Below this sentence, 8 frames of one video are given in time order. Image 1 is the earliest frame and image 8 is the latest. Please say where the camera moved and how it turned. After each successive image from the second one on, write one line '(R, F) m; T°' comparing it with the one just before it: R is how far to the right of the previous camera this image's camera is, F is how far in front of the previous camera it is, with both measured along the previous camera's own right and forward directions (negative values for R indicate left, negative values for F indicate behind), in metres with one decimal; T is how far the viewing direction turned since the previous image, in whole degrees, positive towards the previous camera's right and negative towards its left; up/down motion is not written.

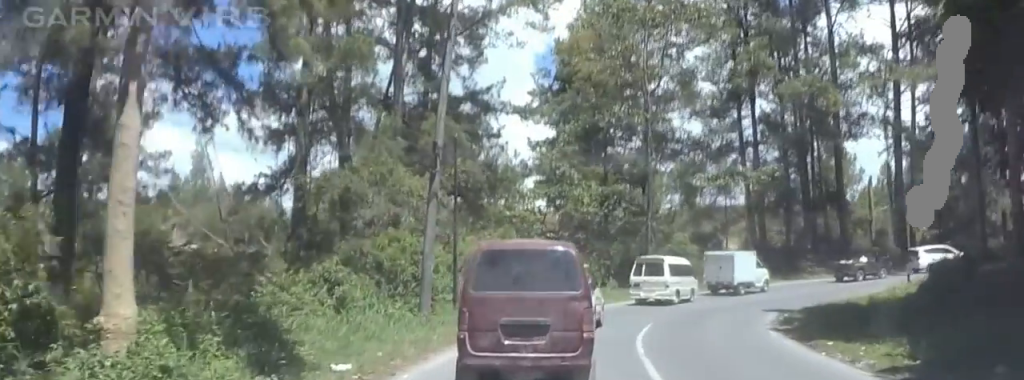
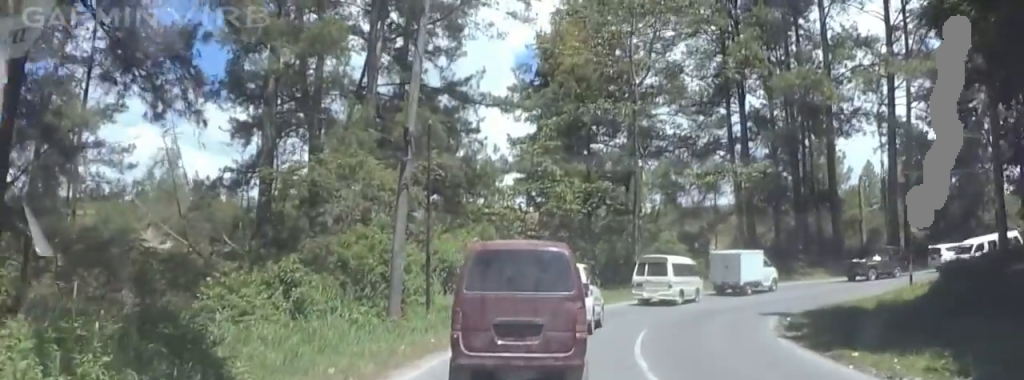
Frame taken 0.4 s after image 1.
(0.0, +2.5) m; +4°
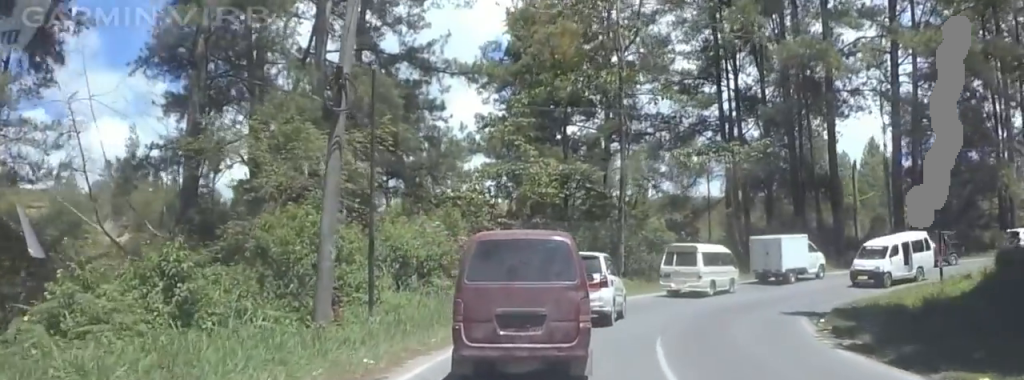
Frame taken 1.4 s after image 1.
(+0.7, +5.8) m; -4°
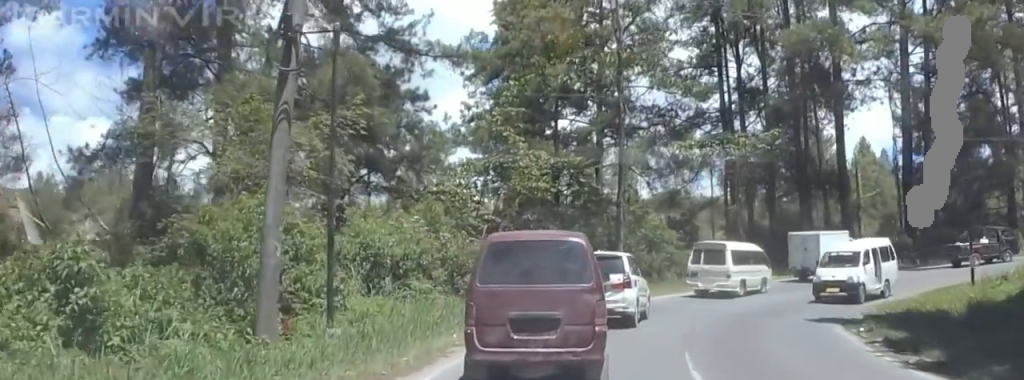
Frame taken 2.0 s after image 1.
(-0.7, +3.5) m; -8°
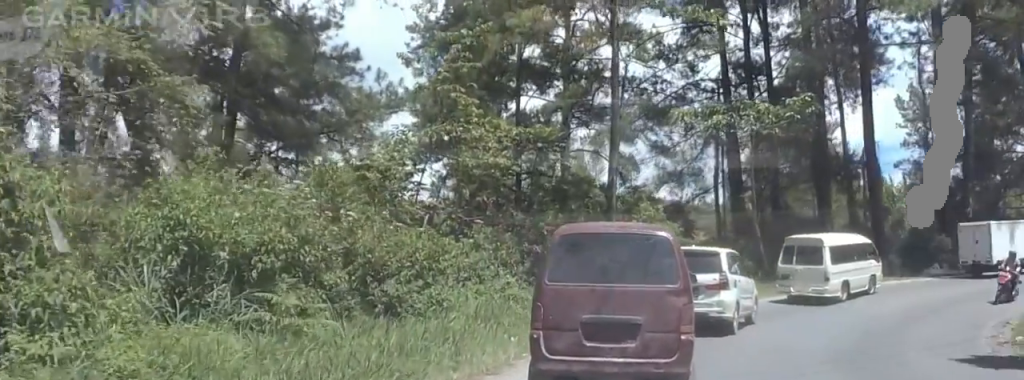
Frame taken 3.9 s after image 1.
(+0.6, +10.3) m; +19°
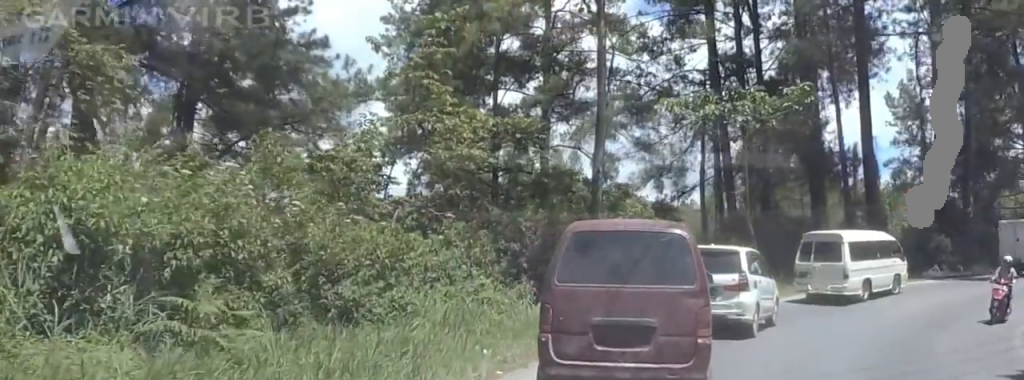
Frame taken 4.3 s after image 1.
(+0.1, +2.4) m; +8°
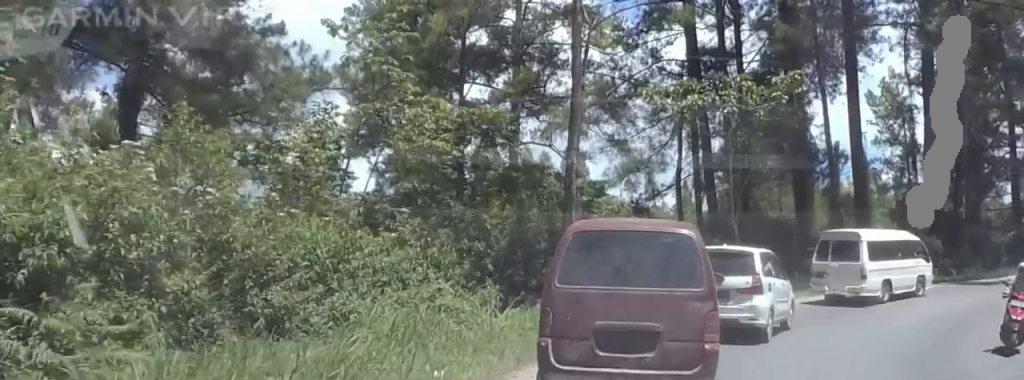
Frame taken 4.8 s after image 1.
(+0.3, +2.3) m; -2°
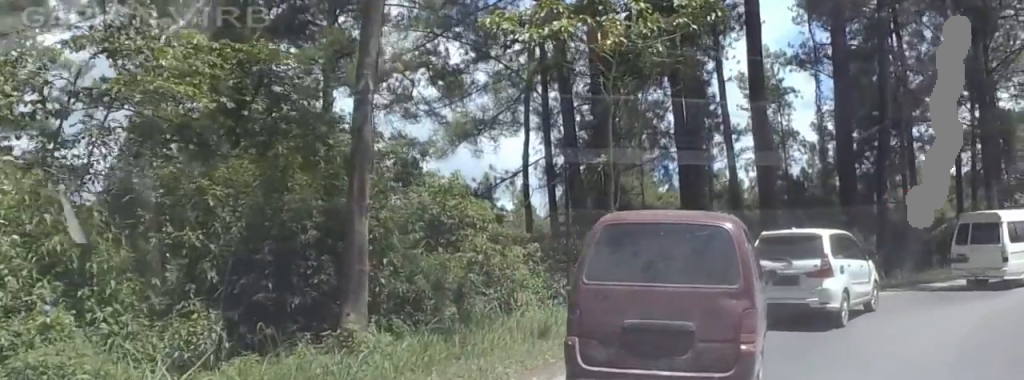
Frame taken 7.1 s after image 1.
(+0.2, +9.8) m; +12°
